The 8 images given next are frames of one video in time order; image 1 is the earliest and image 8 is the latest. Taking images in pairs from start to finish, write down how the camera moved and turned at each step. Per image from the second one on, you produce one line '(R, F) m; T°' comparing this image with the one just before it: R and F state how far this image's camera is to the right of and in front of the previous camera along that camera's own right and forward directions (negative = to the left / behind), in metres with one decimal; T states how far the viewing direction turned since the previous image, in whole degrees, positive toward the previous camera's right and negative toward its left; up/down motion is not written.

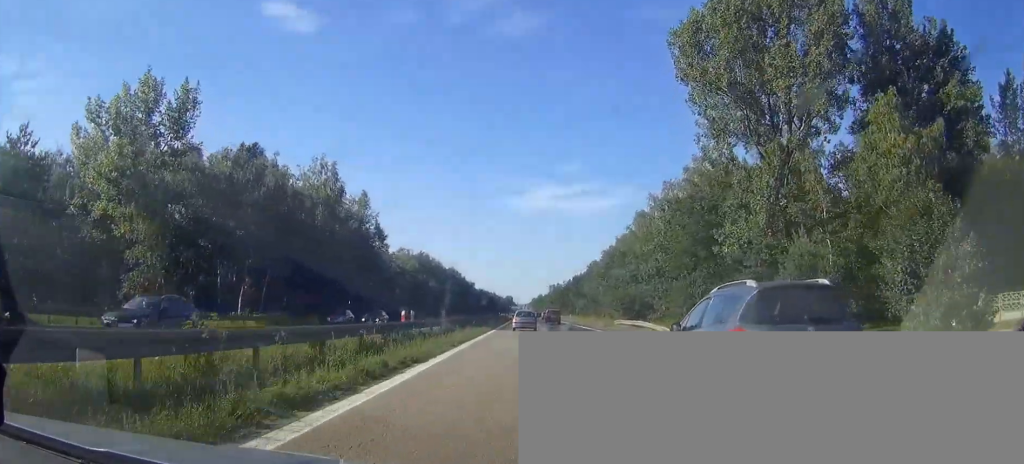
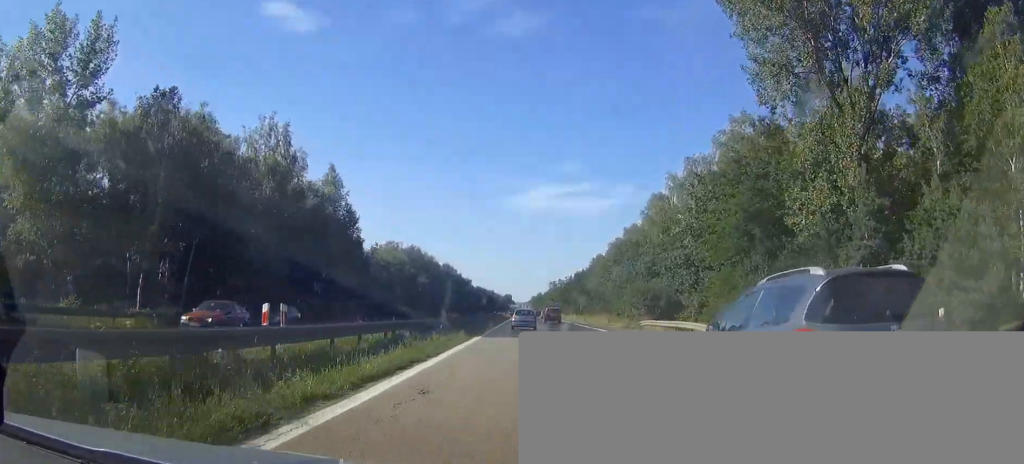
(0.0, +14.9) m; 0°
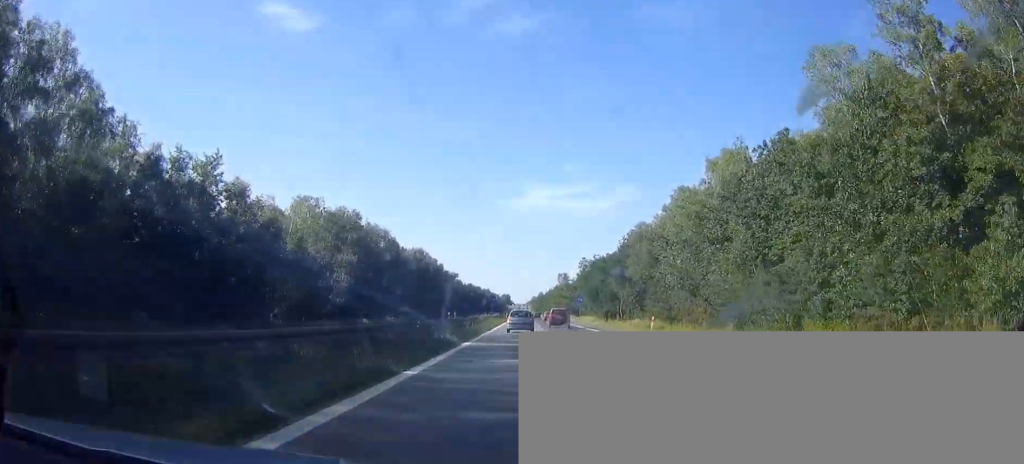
(-0.3, +70.5) m; 0°
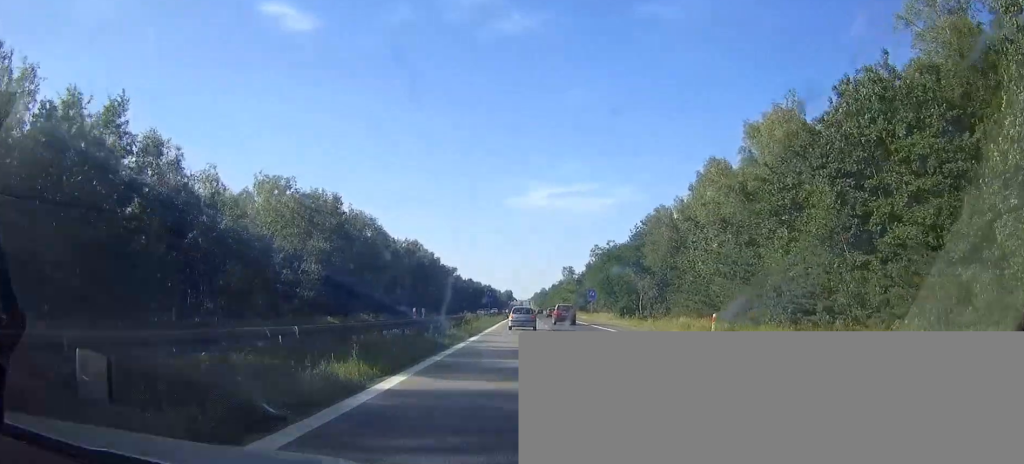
(0.0, +14.9) m; 0°
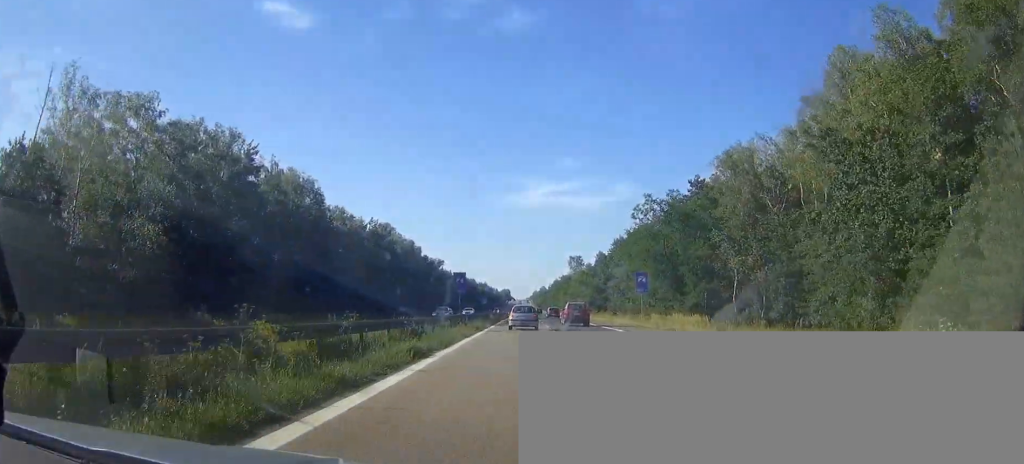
(0.0, +38.5) m; 0°
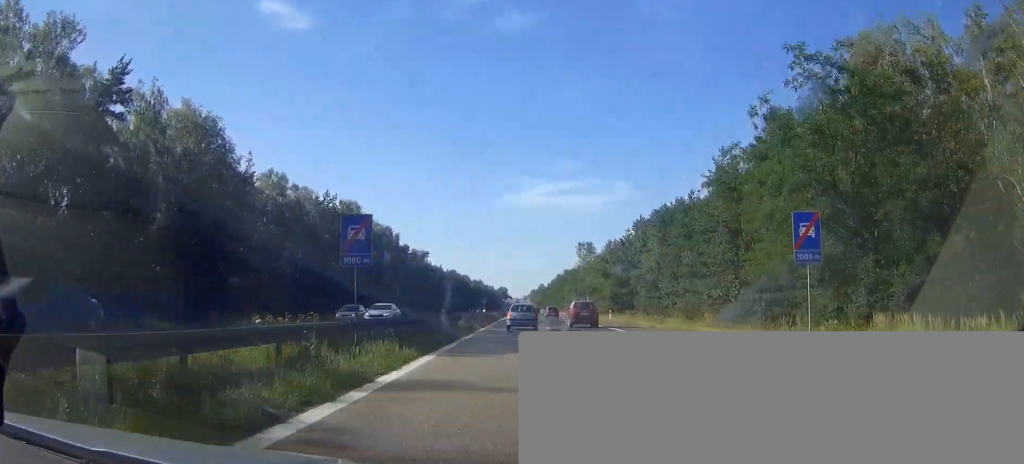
(0.0, +30.5) m; 0°
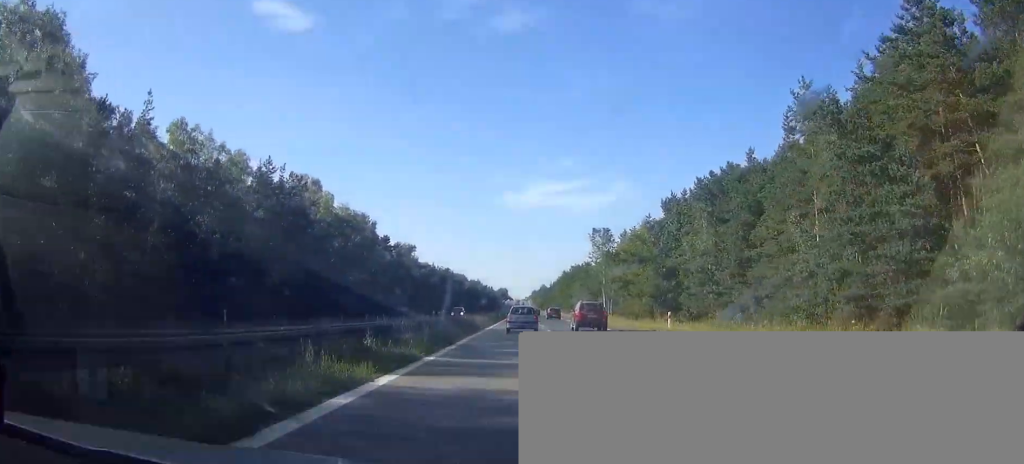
(0.0, +25.6) m; 0°
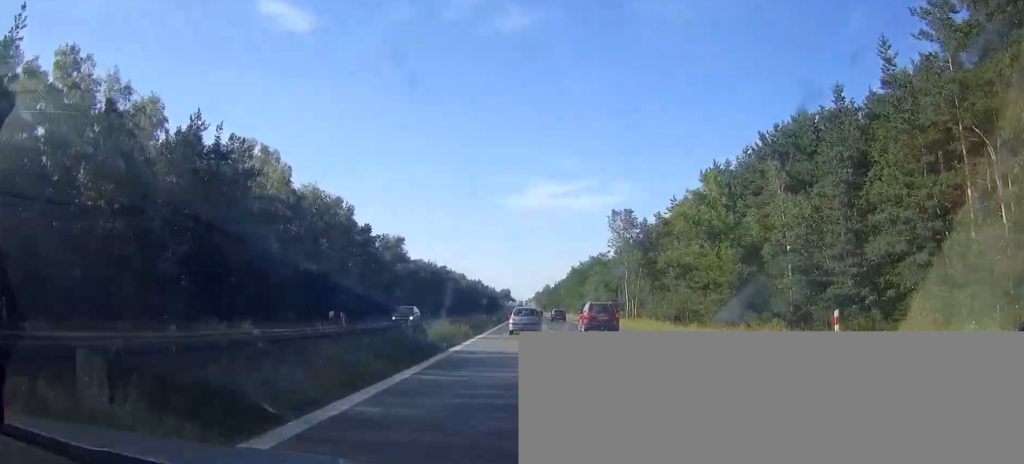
(0.0, +21.6) m; 0°
